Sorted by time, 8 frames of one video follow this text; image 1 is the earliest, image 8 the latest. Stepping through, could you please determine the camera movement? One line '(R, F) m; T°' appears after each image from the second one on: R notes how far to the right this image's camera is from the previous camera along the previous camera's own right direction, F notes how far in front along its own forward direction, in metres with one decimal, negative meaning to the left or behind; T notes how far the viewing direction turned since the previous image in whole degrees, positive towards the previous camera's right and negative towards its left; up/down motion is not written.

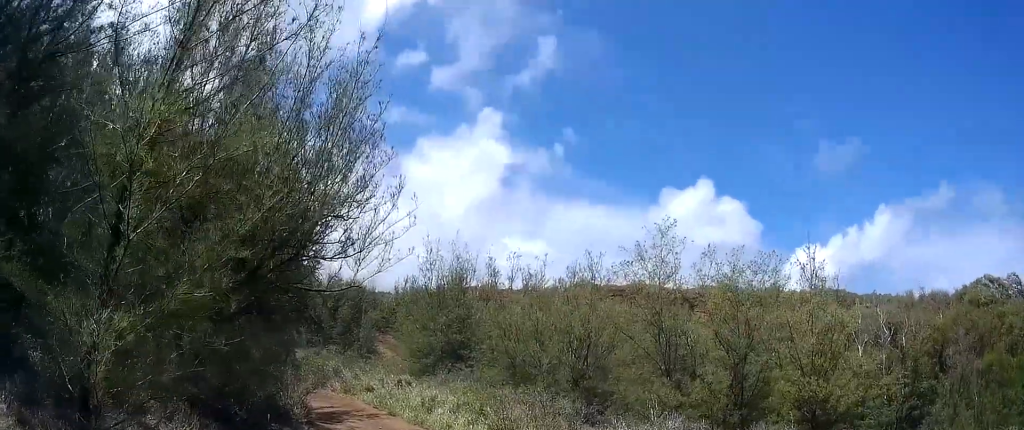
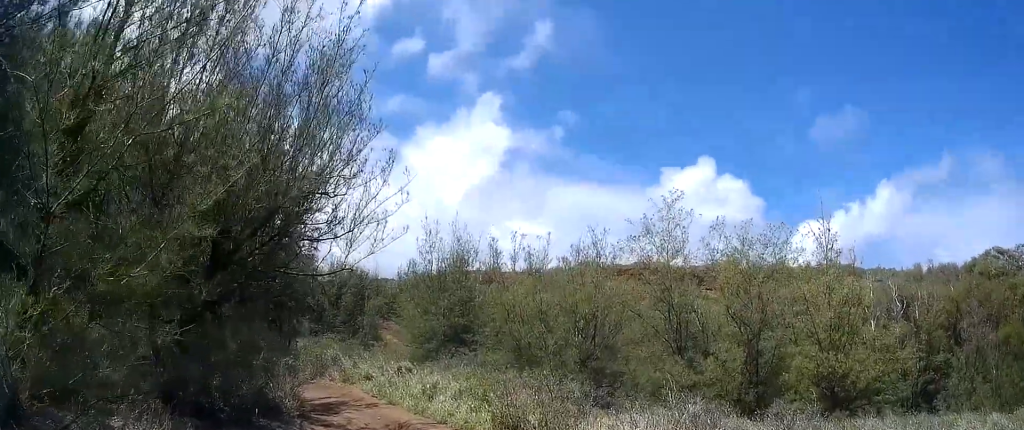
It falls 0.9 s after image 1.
(+0.1, +1.4) m; +2°
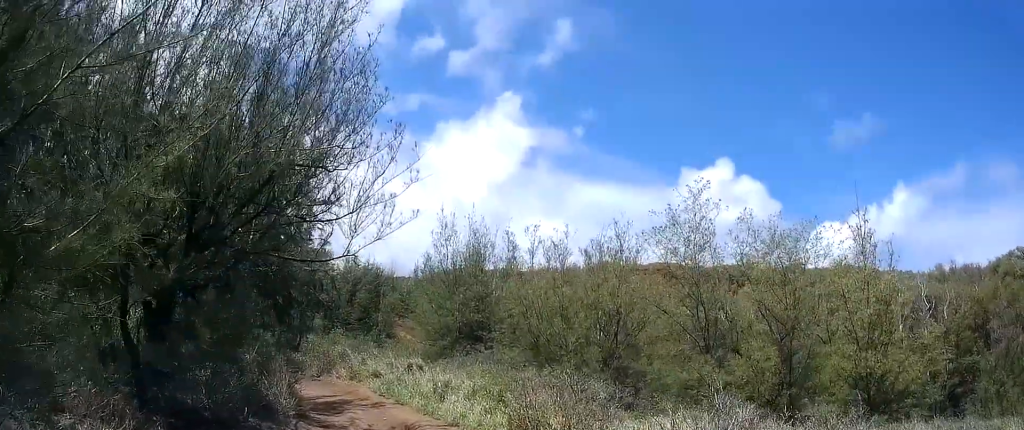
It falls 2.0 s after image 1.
(0.0, +1.6) m; 0°
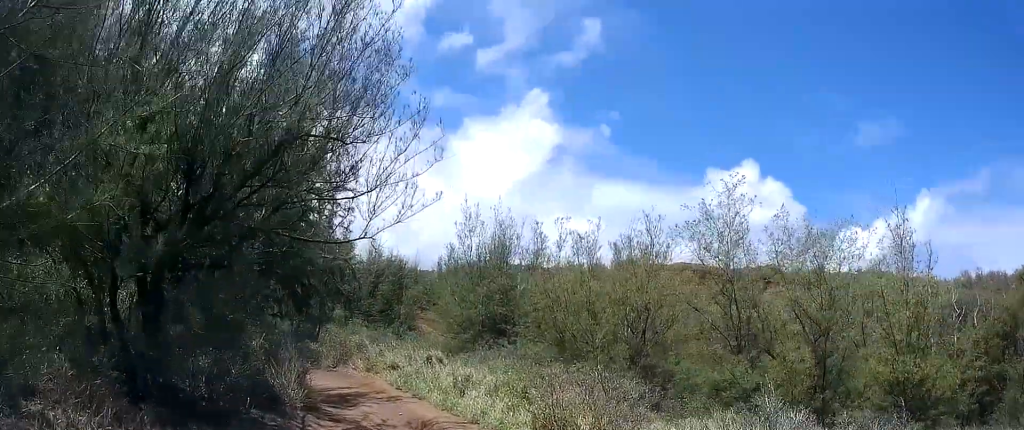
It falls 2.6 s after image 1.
(-0.1, +0.8) m; 0°
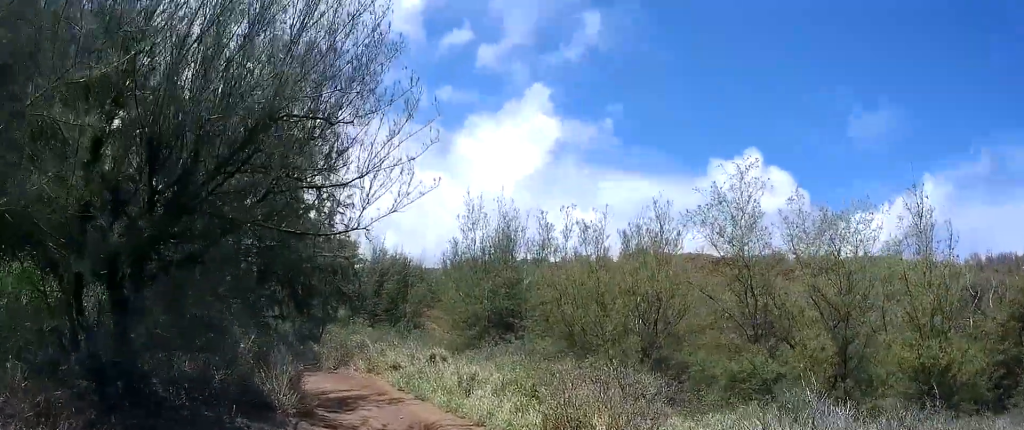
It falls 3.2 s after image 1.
(-0.2, +0.7) m; 0°
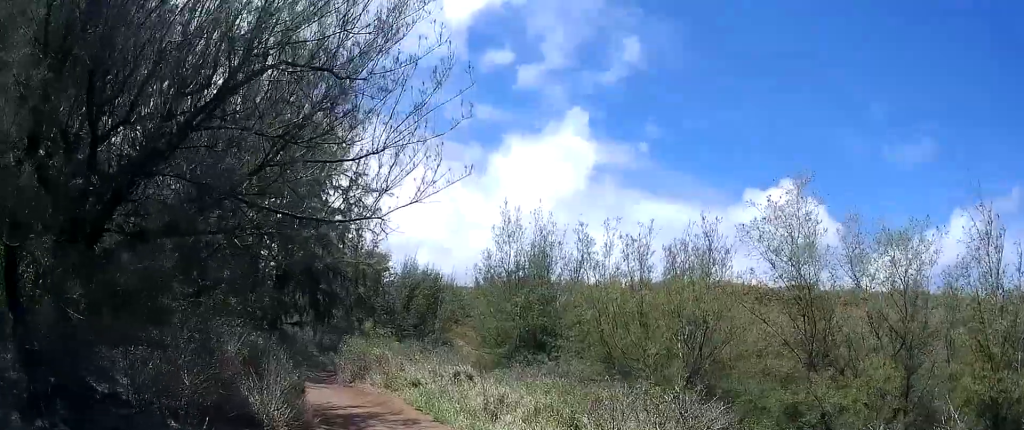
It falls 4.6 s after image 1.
(-0.1, +1.9) m; -2°
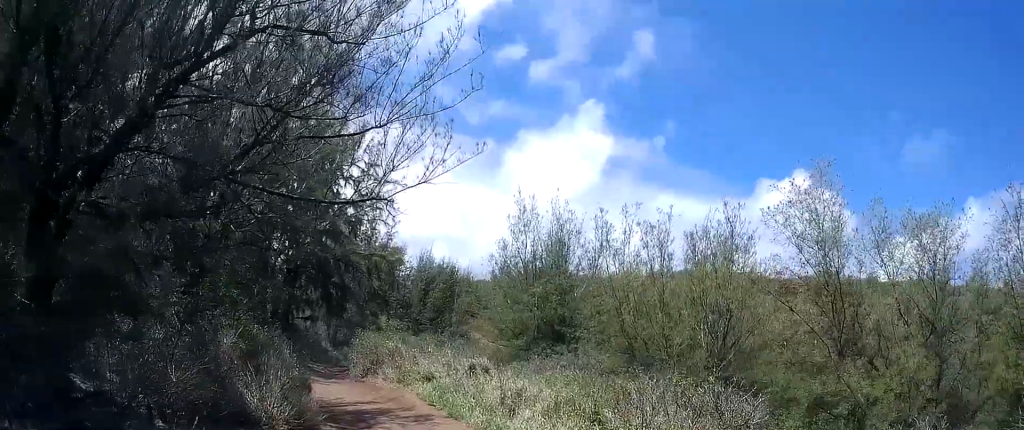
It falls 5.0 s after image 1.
(0.0, +0.6) m; -4°
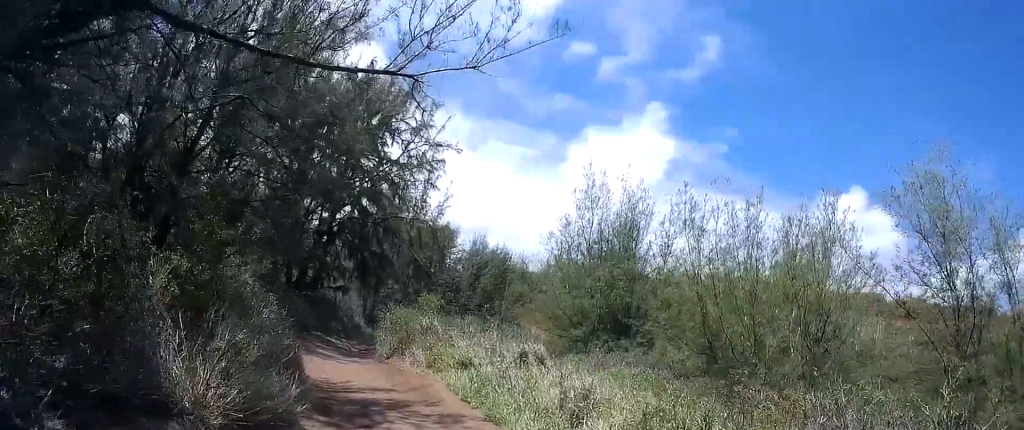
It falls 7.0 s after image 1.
(0.0, +3.3) m; -5°
